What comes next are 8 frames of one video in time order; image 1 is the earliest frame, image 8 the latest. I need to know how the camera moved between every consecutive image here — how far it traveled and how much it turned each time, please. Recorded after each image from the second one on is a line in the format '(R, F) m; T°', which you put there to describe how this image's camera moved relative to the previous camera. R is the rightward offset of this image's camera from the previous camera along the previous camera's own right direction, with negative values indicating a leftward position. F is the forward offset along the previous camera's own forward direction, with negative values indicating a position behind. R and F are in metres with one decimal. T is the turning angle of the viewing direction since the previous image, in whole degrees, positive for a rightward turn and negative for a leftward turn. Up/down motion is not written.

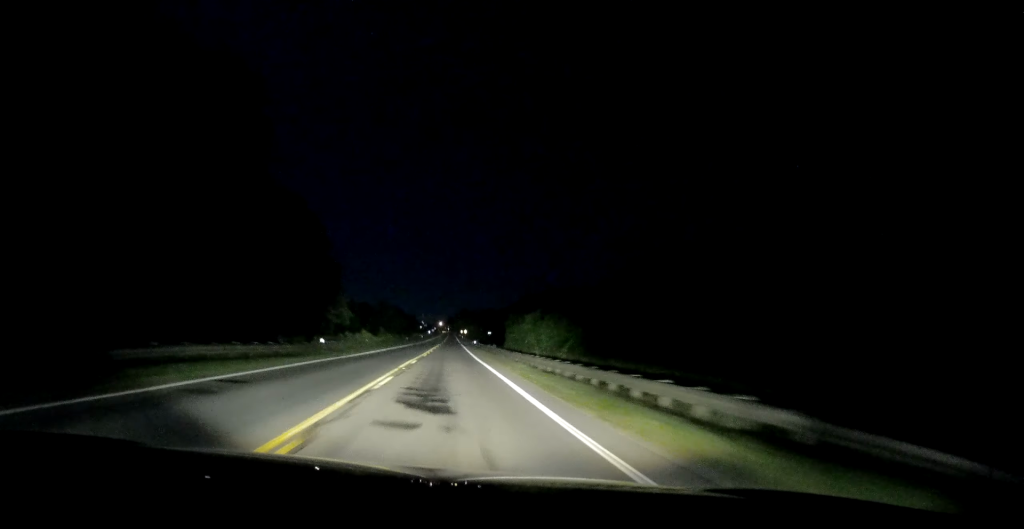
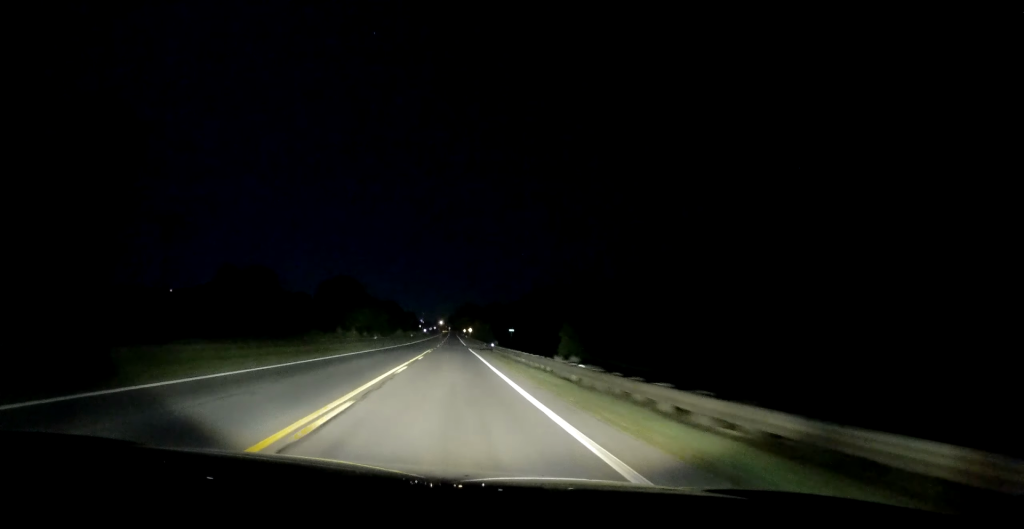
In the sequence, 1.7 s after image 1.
(-0.1, +43.4) m; -1°
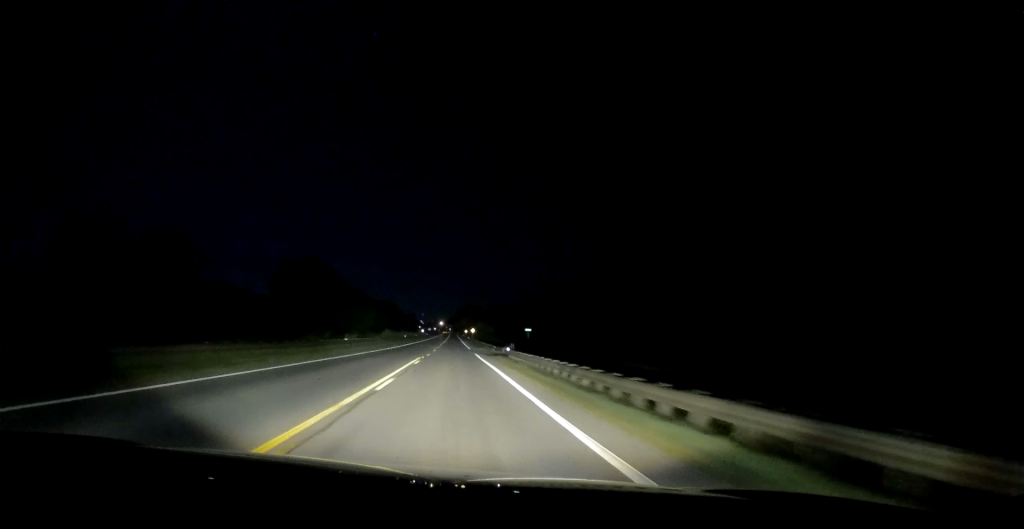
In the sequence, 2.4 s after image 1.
(-0.1, +16.9) m; 0°
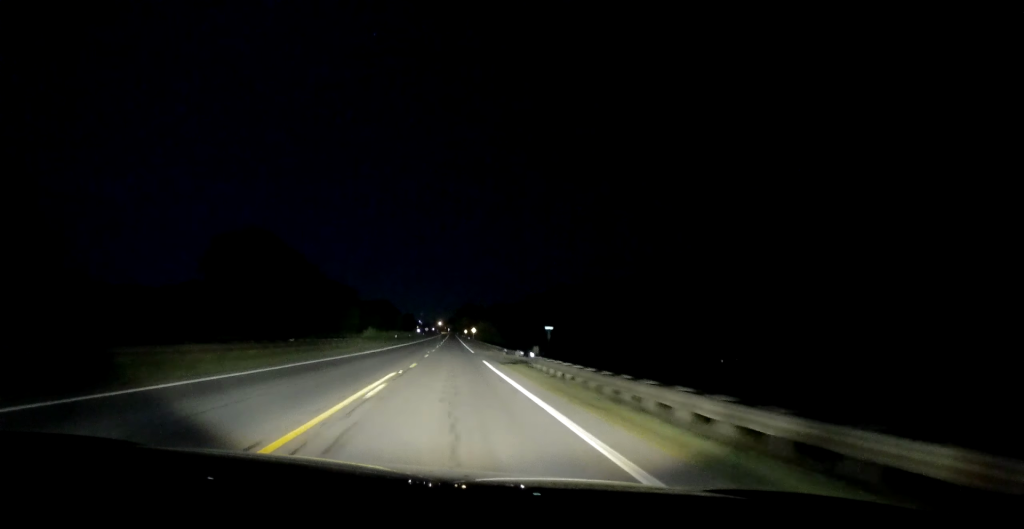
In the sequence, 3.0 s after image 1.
(0.0, +14.5) m; 0°
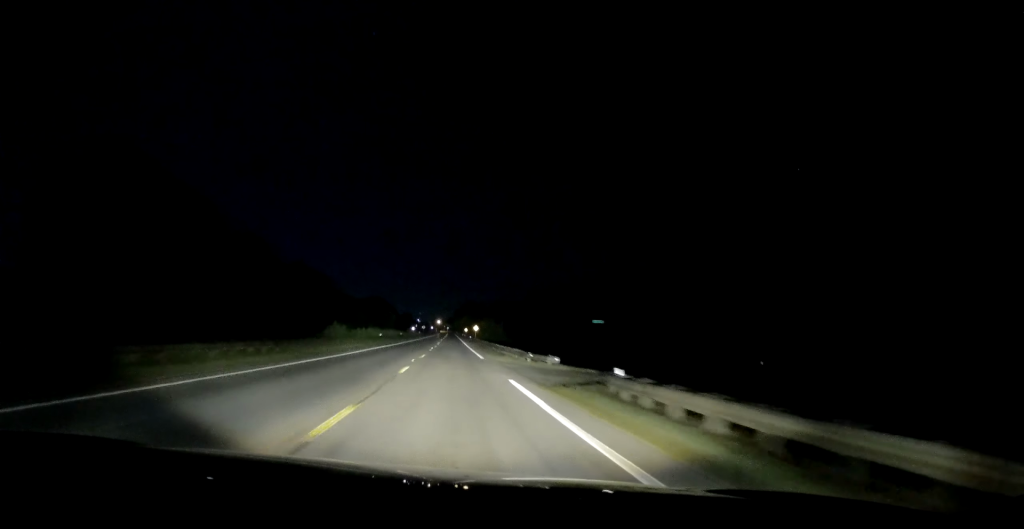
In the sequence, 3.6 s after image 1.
(0.0, +17.1) m; 0°
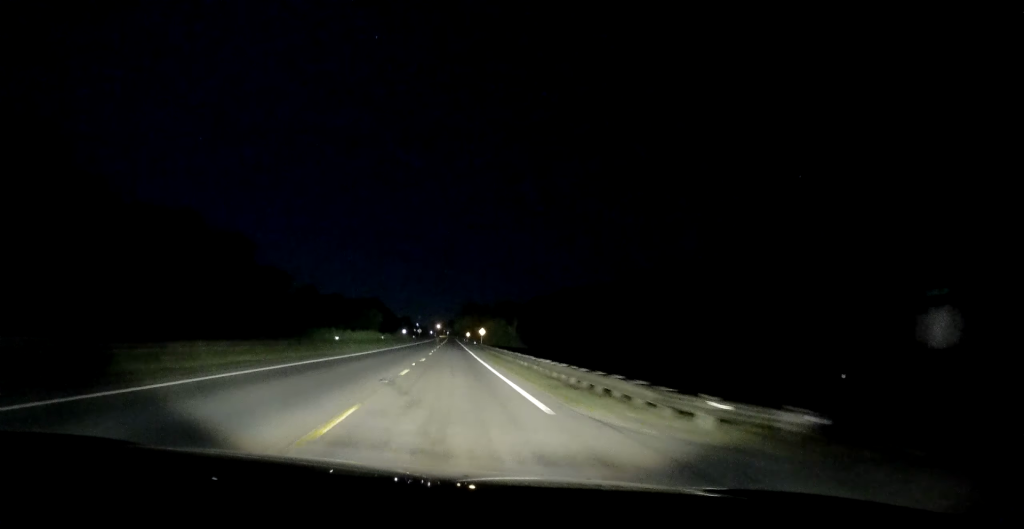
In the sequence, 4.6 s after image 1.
(0.0, +24.7) m; +1°
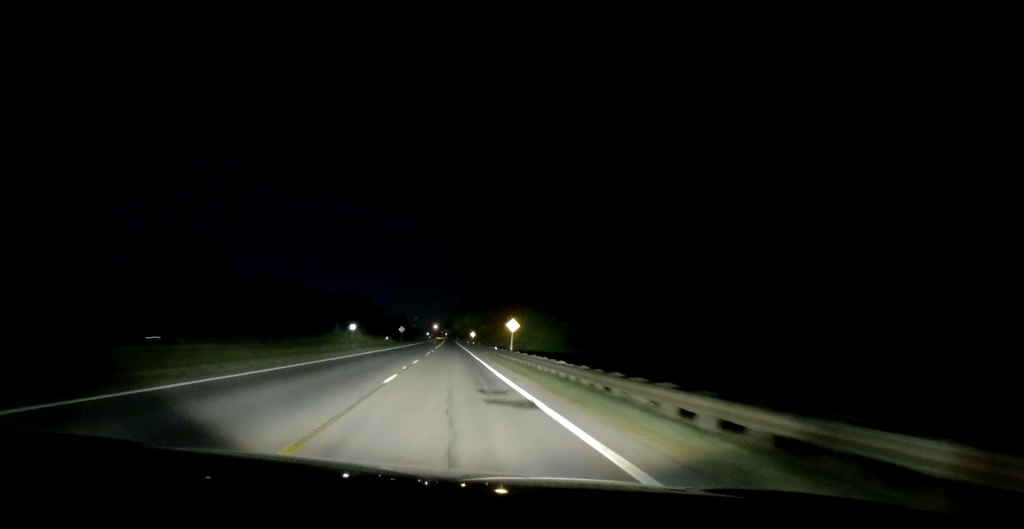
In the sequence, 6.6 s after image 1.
(+0.3, +52.3) m; 0°
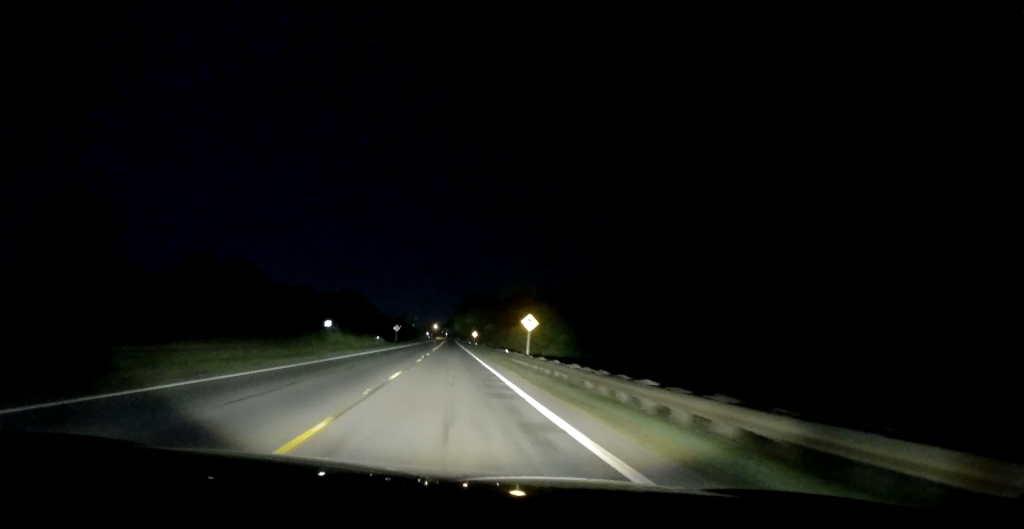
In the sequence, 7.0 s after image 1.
(+0.2, +10.3) m; 0°
